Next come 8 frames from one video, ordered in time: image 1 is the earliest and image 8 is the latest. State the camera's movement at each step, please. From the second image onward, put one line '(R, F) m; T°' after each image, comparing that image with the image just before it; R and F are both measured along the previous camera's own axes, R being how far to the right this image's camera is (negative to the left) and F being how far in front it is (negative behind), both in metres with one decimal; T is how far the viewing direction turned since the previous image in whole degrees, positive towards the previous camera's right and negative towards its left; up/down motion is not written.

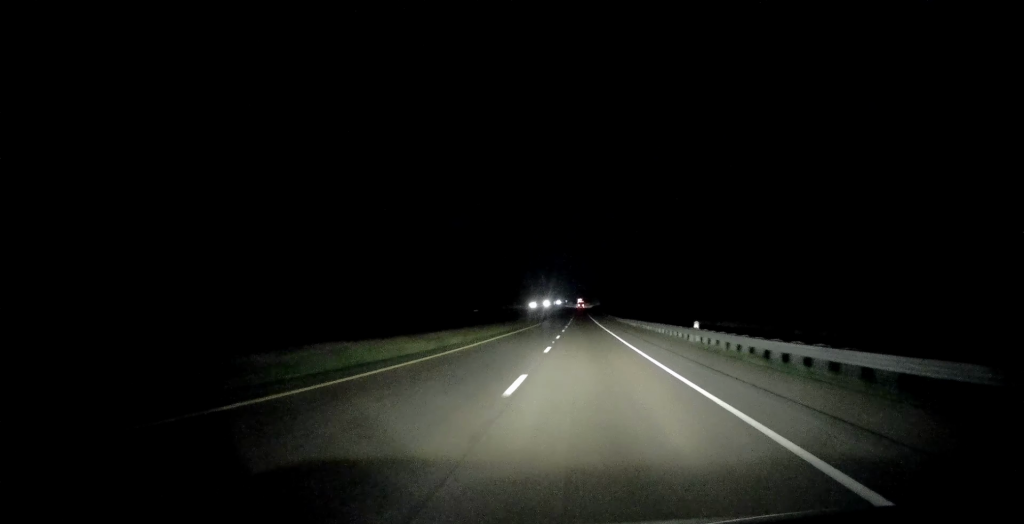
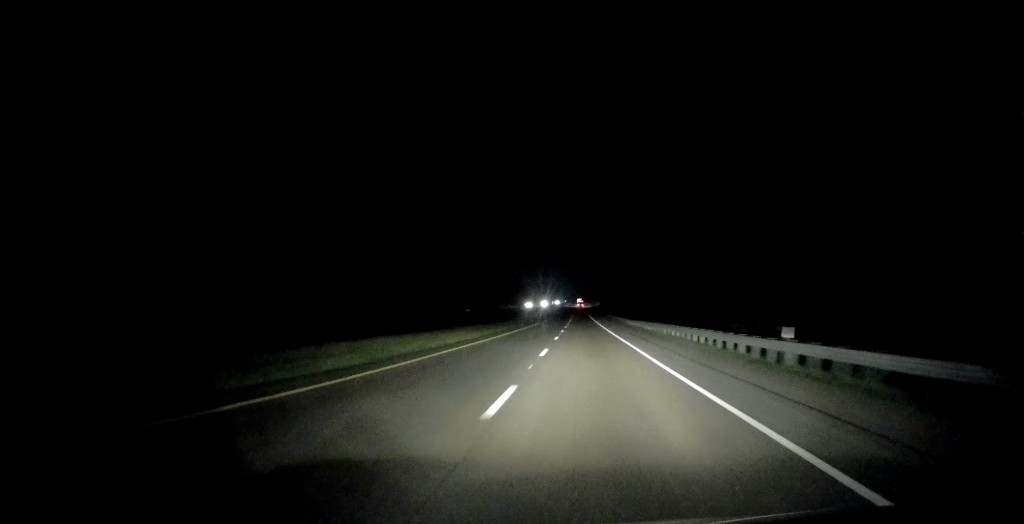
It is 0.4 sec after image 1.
(0.0, +14.8) m; 0°
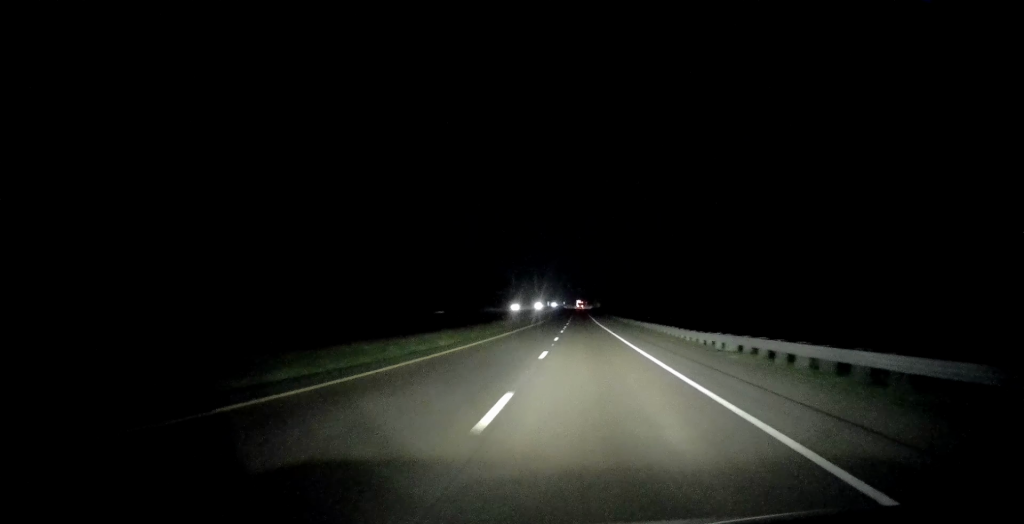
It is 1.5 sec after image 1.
(+0.1, +37.6) m; +1°
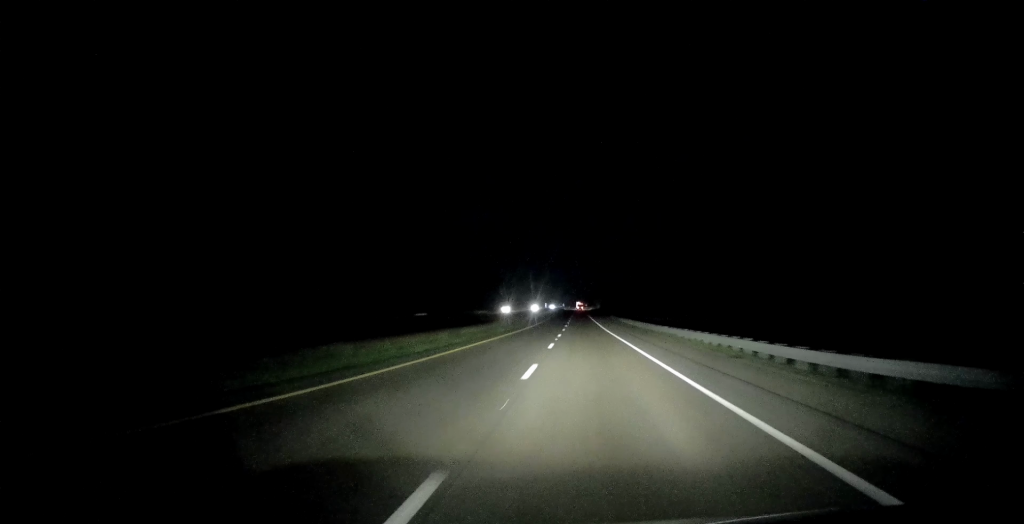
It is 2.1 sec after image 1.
(+0.2, +18.3) m; 0°
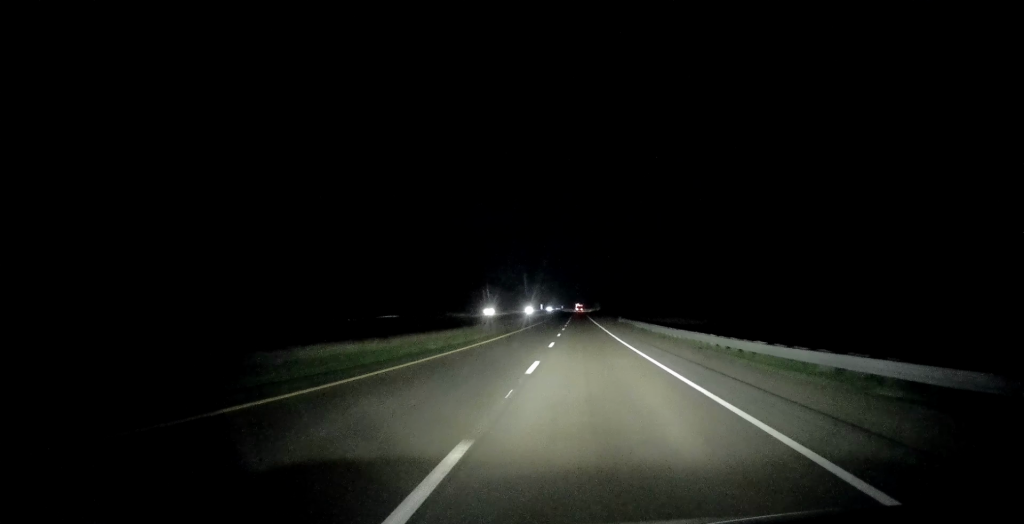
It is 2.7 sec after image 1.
(+0.1, +22.7) m; 0°
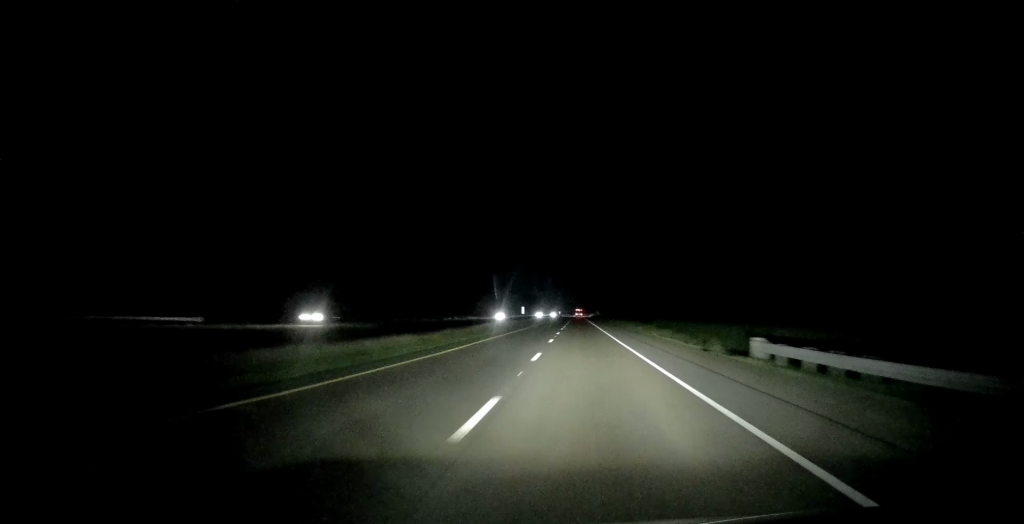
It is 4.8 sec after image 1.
(-0.8, +68.8) m; -1°
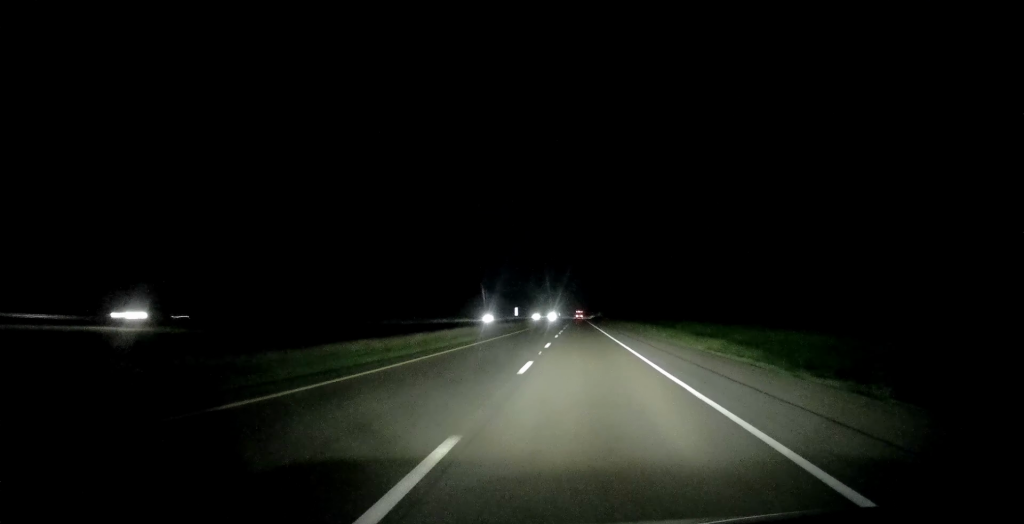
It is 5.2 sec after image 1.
(0.0, +15.8) m; 0°
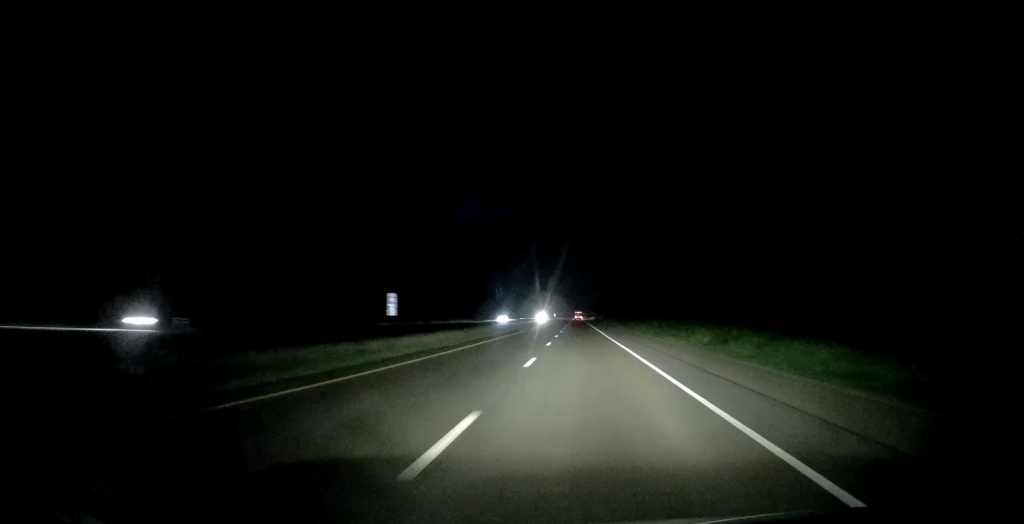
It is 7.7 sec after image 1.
(-0.3, +82.3) m; 0°
